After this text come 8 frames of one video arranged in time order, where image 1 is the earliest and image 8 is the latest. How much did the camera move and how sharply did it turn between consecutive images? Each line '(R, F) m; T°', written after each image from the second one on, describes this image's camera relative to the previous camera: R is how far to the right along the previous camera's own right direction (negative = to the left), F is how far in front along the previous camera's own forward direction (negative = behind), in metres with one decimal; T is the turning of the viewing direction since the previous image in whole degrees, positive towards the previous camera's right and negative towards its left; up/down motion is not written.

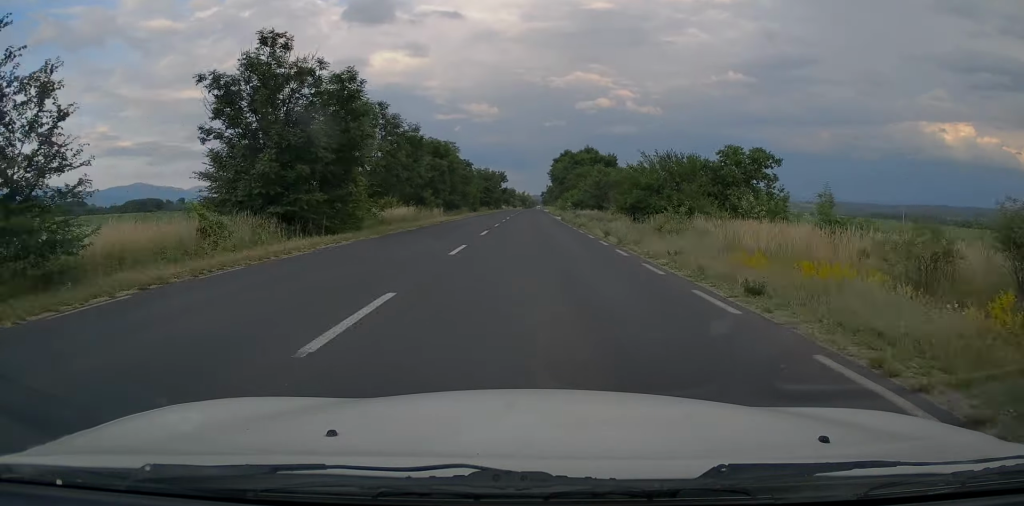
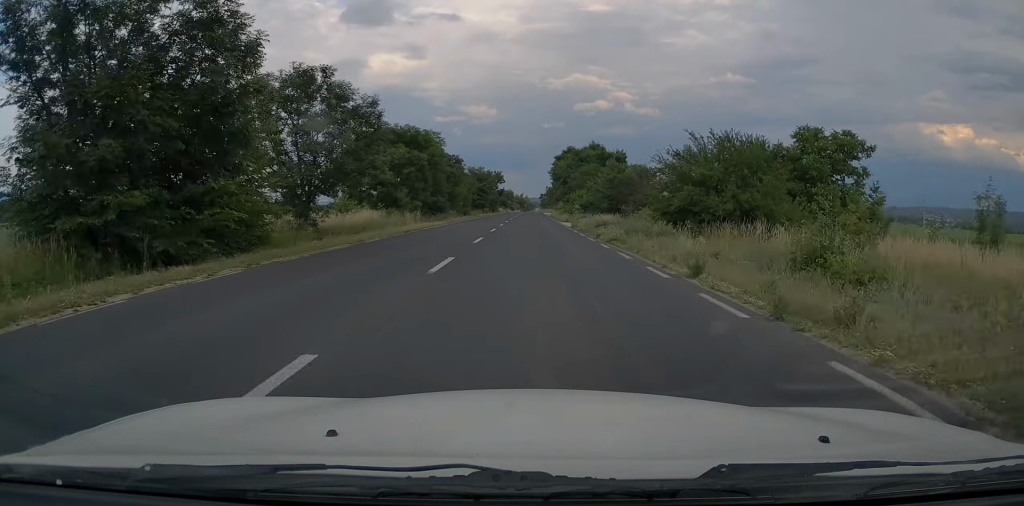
(0.0, +12.0) m; 0°
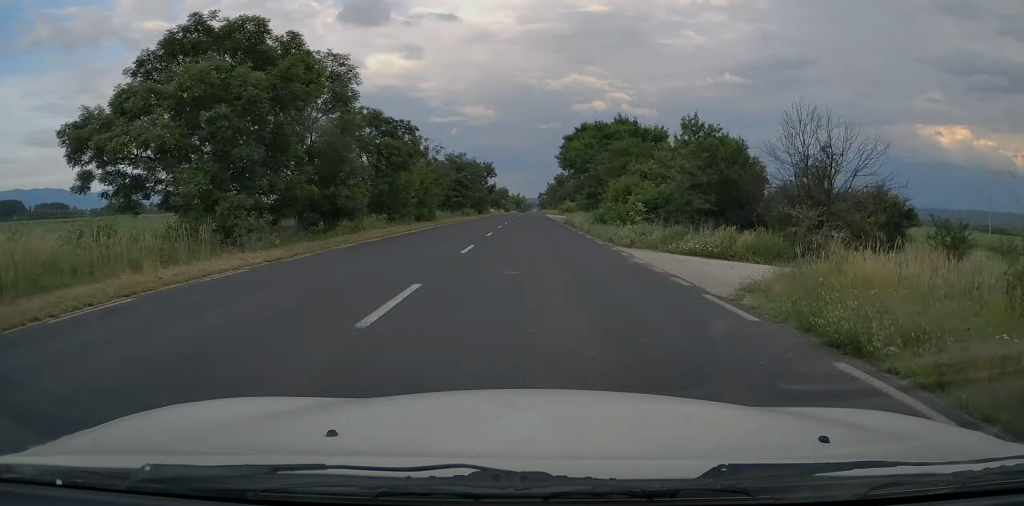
(0.0, +31.5) m; 0°
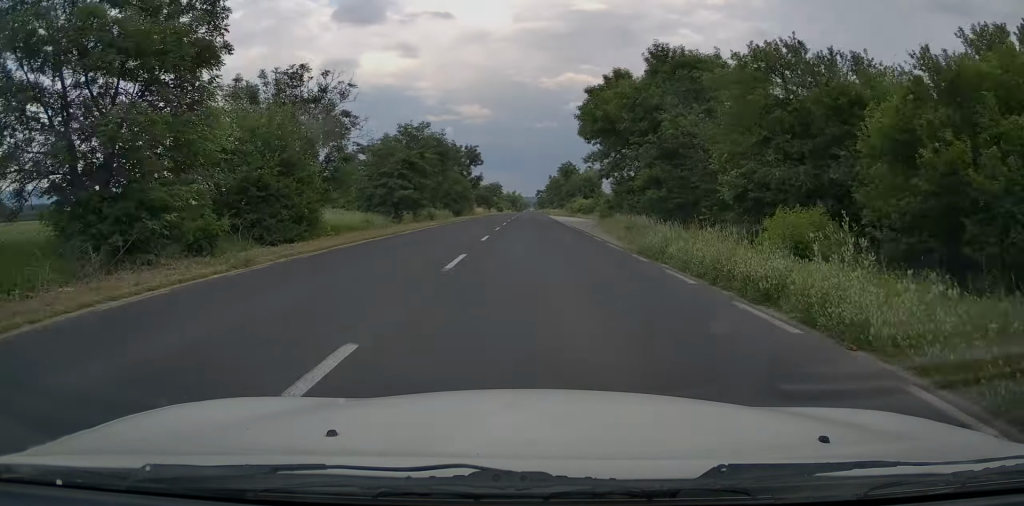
(0.0, +30.9) m; 0°
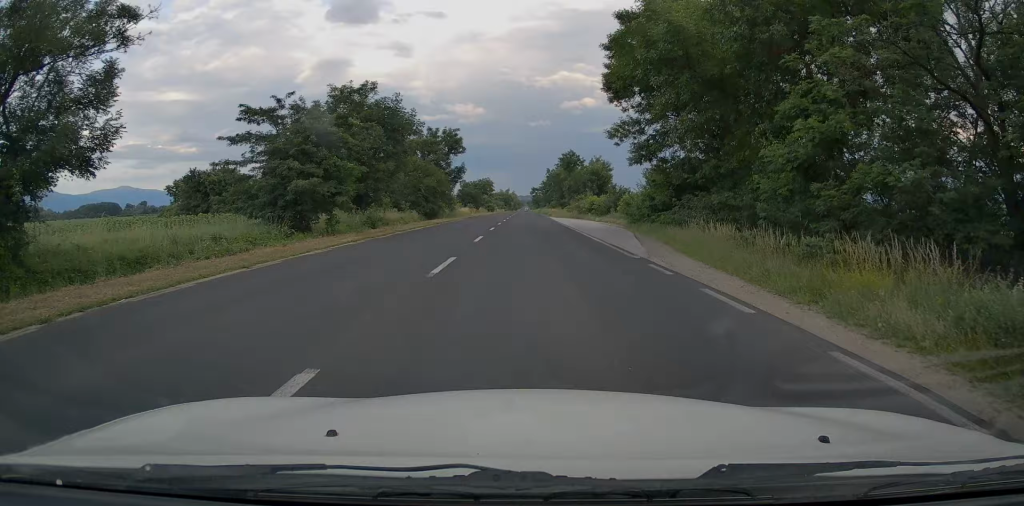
(0.0, +18.7) m; +1°
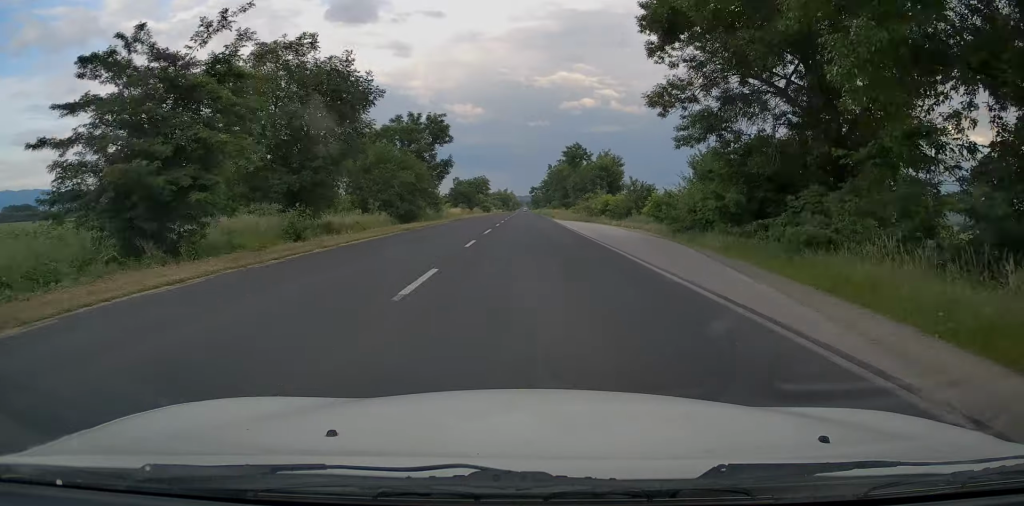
(+0.2, +11.4) m; 0°
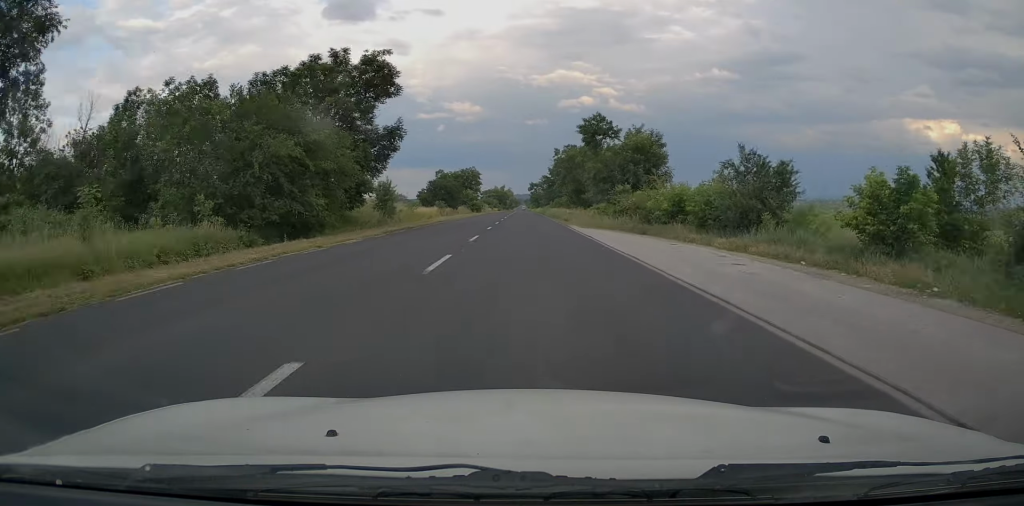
(-0.1, +24.3) m; 0°
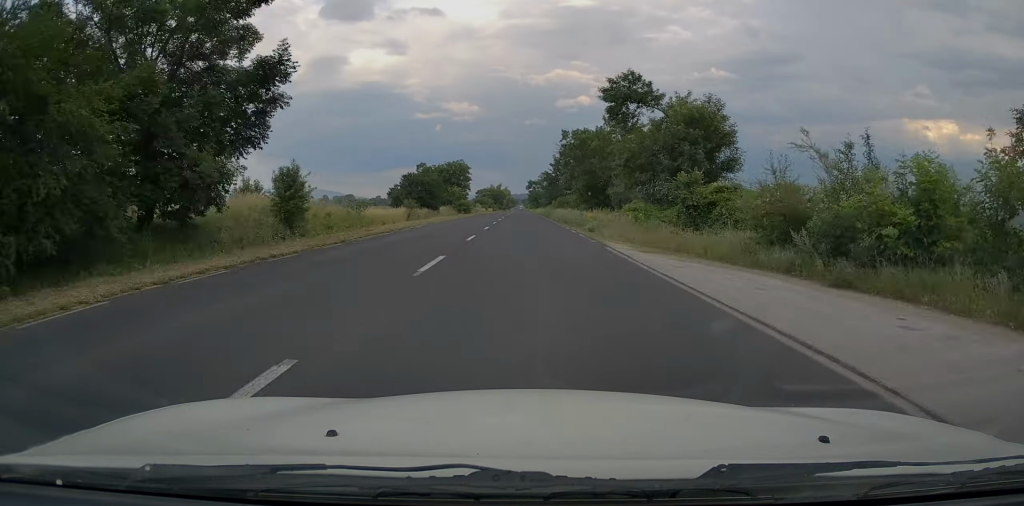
(0.0, +17.9) m; 0°
